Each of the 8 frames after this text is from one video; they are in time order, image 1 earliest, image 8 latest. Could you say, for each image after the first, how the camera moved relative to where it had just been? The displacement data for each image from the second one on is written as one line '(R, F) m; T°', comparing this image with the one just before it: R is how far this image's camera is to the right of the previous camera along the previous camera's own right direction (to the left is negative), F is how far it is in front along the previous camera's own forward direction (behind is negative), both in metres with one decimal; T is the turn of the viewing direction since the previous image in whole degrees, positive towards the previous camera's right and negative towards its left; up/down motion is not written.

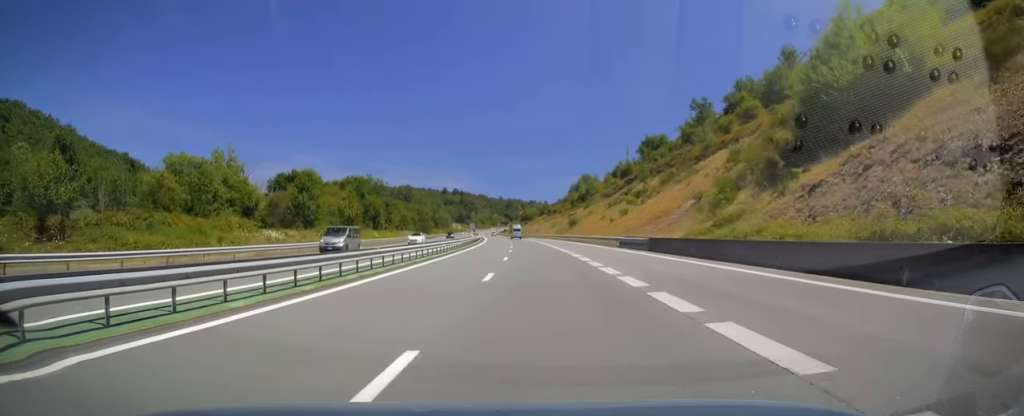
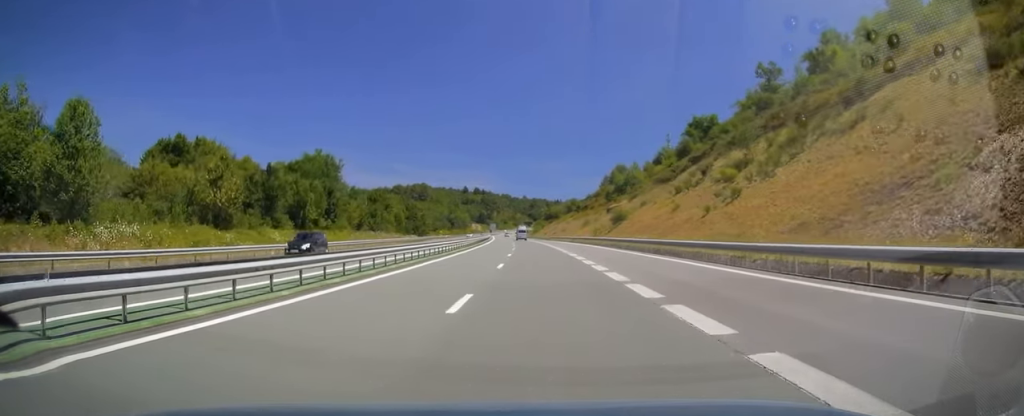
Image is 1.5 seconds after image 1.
(-1.2, +45.8) m; -3°
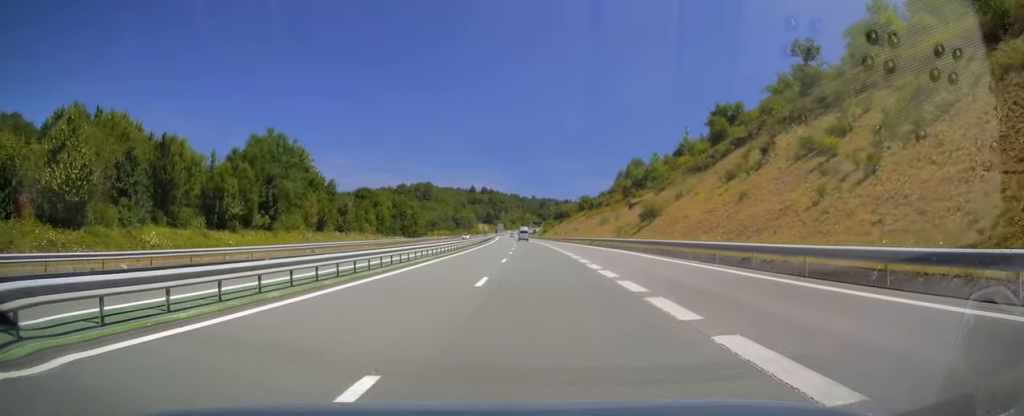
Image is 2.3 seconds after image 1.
(-0.2, +20.7) m; -1°
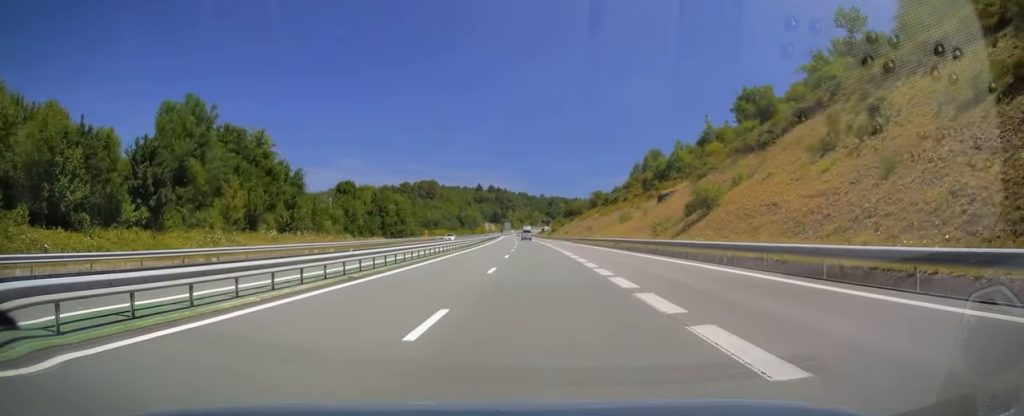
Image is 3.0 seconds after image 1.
(-0.1, +21.1) m; -1°
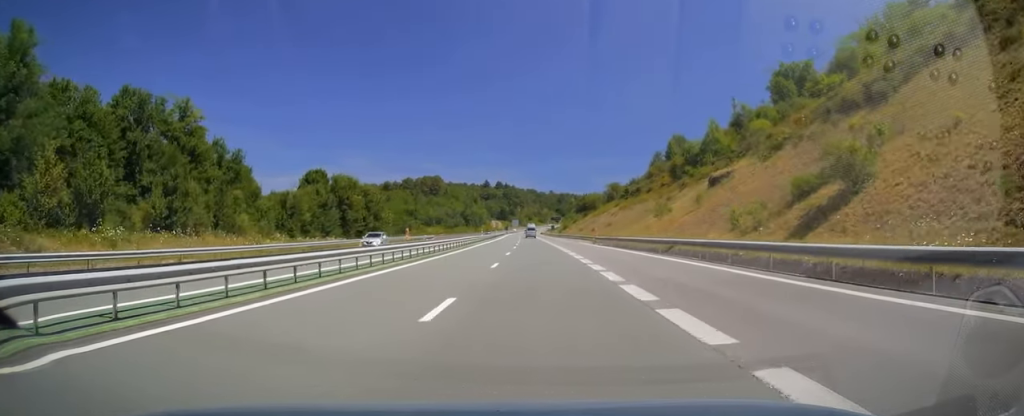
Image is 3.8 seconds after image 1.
(-0.1, +24.6) m; -1°
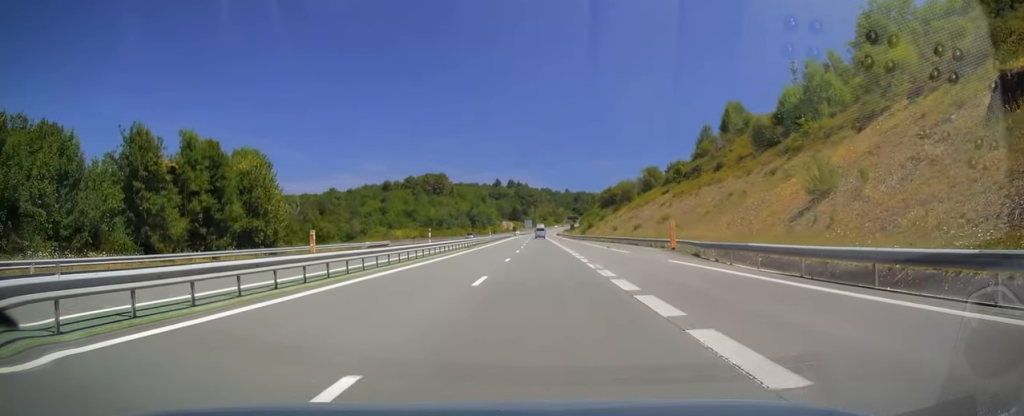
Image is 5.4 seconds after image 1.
(-0.7, +45.8) m; -1°
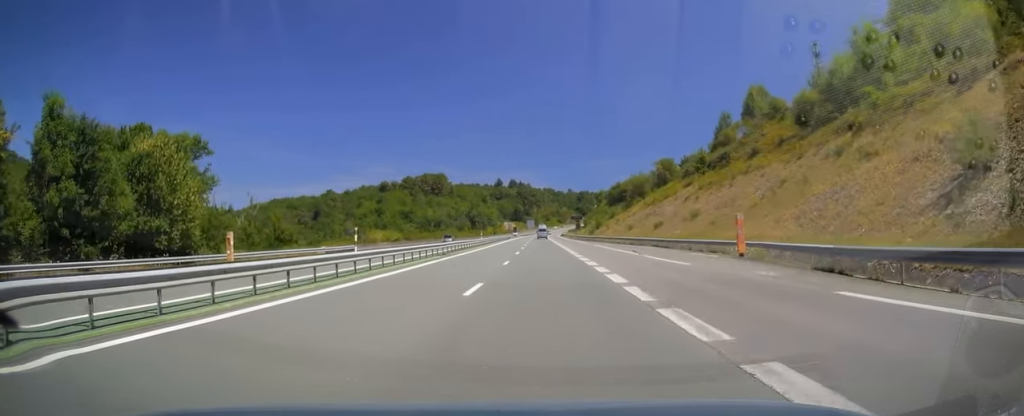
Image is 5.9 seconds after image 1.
(0.0, +15.2) m; 0°
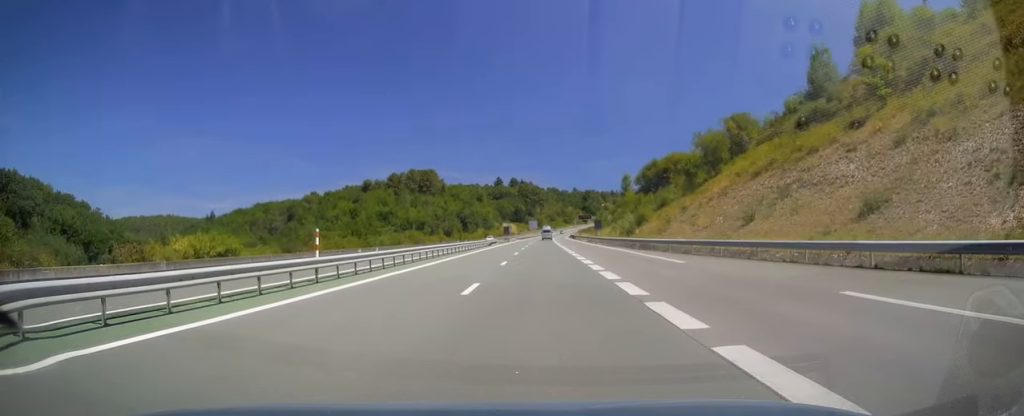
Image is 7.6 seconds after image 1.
(-0.2, +51.6) m; 0°
